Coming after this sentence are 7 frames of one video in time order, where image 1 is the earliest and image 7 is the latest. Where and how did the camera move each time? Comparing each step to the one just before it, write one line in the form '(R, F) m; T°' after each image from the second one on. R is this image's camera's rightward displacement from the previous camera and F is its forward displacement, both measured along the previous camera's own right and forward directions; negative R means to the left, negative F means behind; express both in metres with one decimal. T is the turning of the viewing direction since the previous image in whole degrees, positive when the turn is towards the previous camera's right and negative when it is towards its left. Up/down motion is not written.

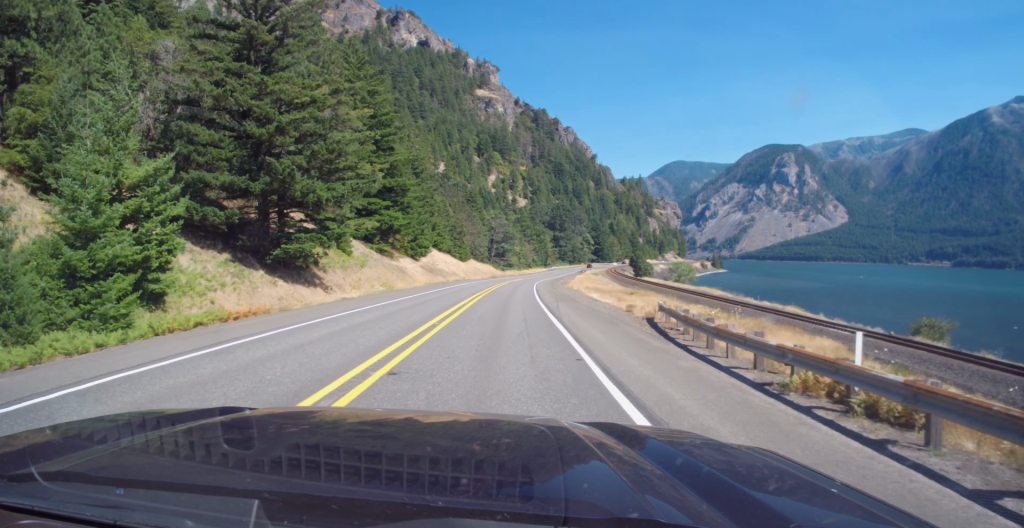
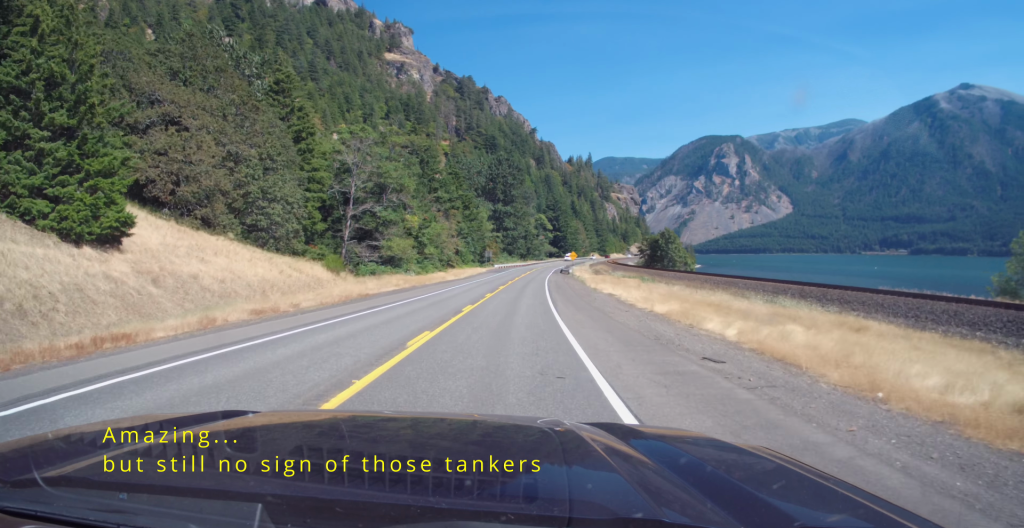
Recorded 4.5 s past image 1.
(+5.4, +120.9) m; +7°
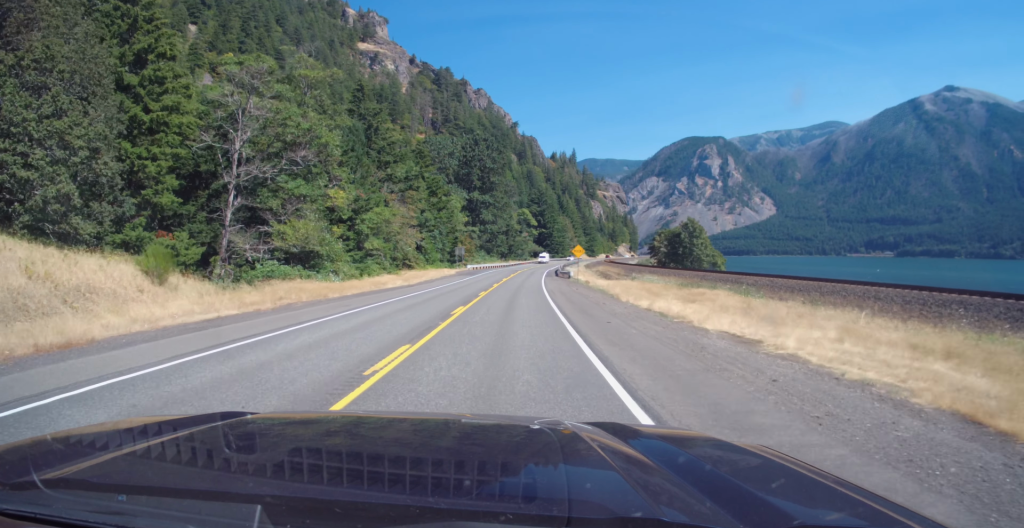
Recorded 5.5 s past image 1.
(+0.3, +28.0) m; +1°
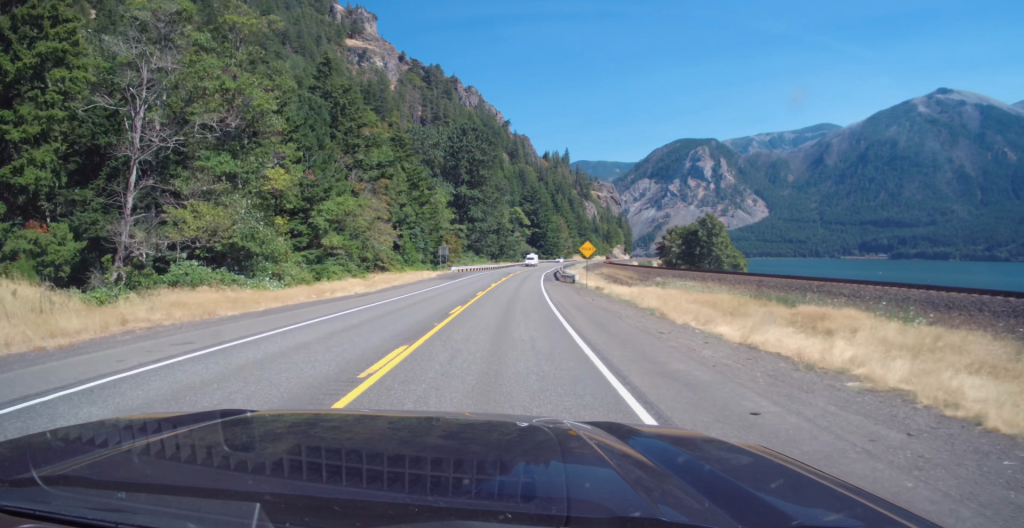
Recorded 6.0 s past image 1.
(0.0, +13.0) m; 0°
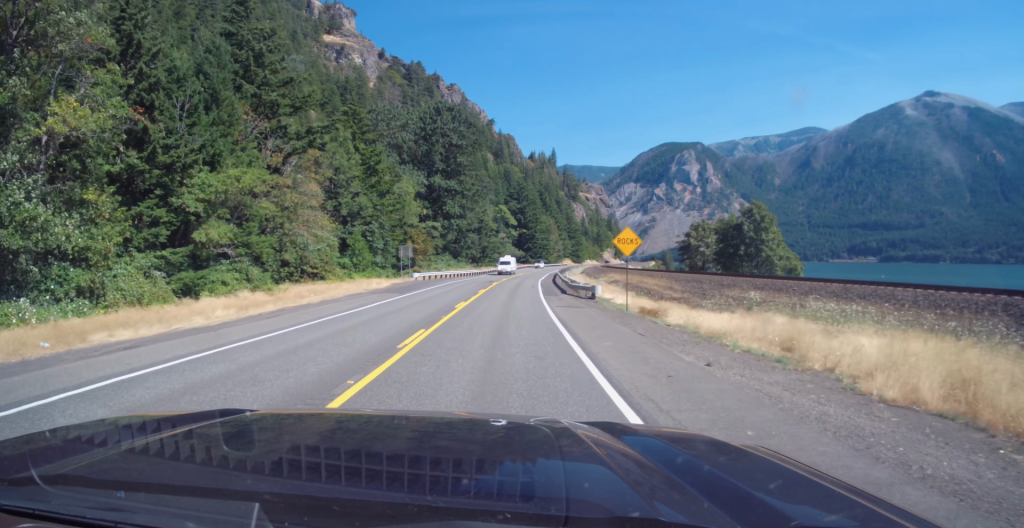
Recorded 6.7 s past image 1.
(-0.1, +20.6) m; +1°
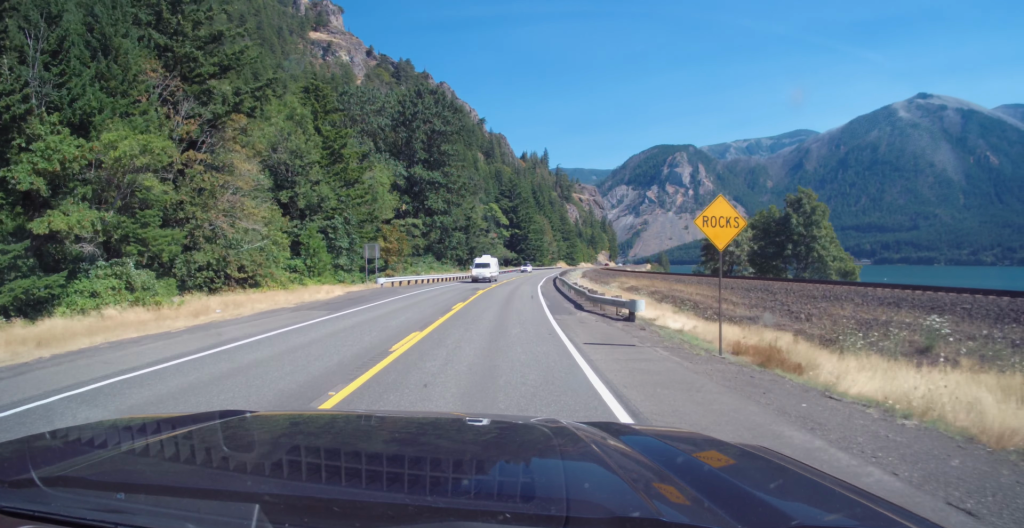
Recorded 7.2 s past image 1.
(+0.3, +12.5) m; +1°
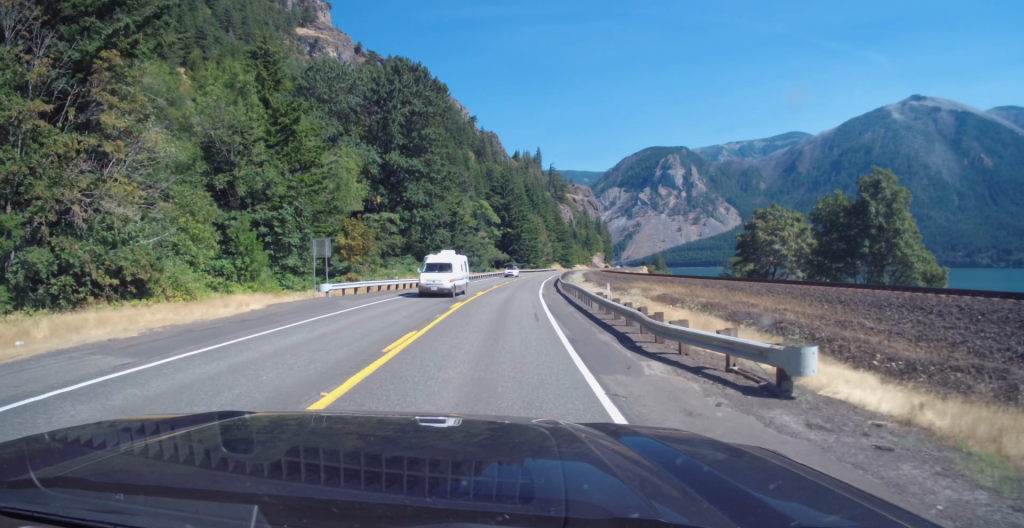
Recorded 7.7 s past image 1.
(0.0, +12.0) m; +1°
